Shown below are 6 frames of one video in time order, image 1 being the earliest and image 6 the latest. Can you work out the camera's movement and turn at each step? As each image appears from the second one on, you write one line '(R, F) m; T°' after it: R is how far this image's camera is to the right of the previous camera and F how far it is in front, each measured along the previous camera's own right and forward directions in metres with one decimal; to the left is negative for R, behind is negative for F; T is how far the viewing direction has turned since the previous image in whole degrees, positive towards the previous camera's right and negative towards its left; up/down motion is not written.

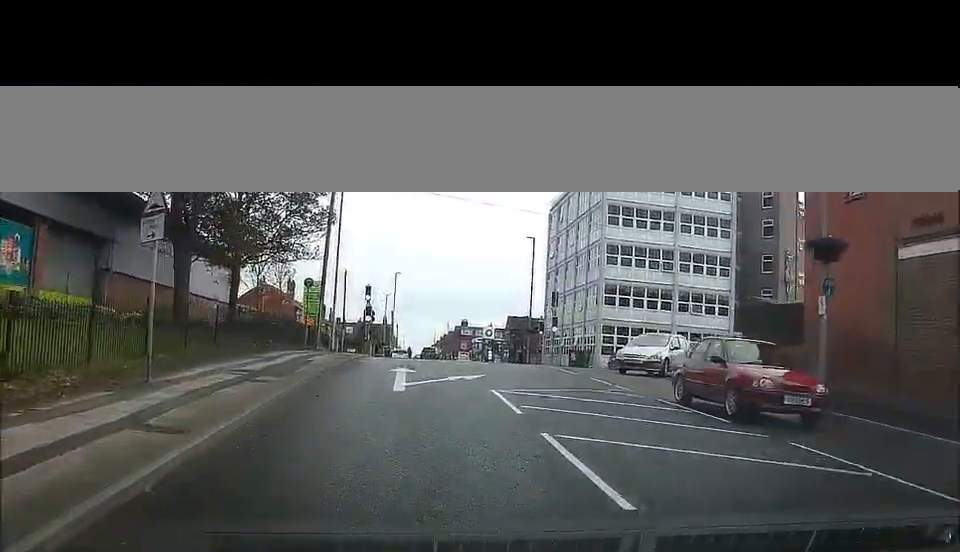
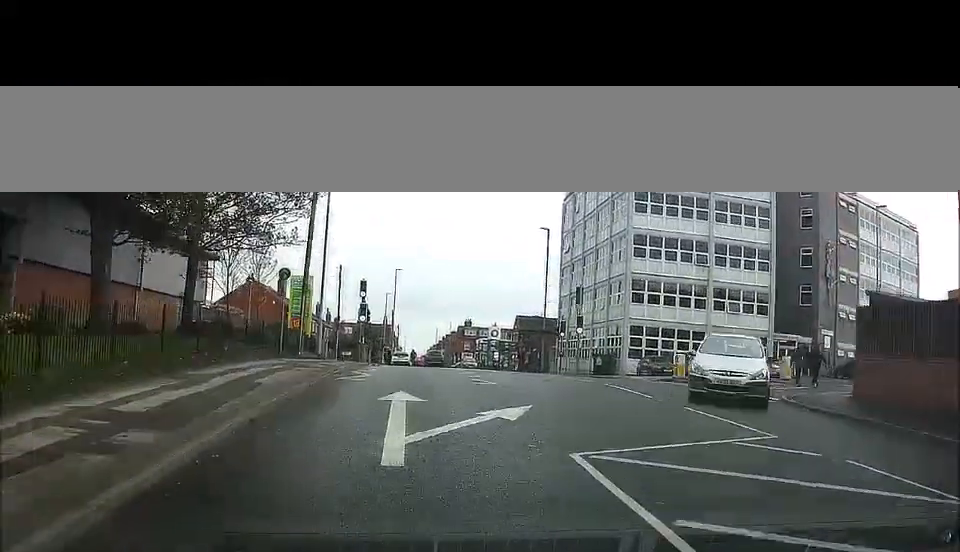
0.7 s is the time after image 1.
(-0.1, +7.6) m; -2°
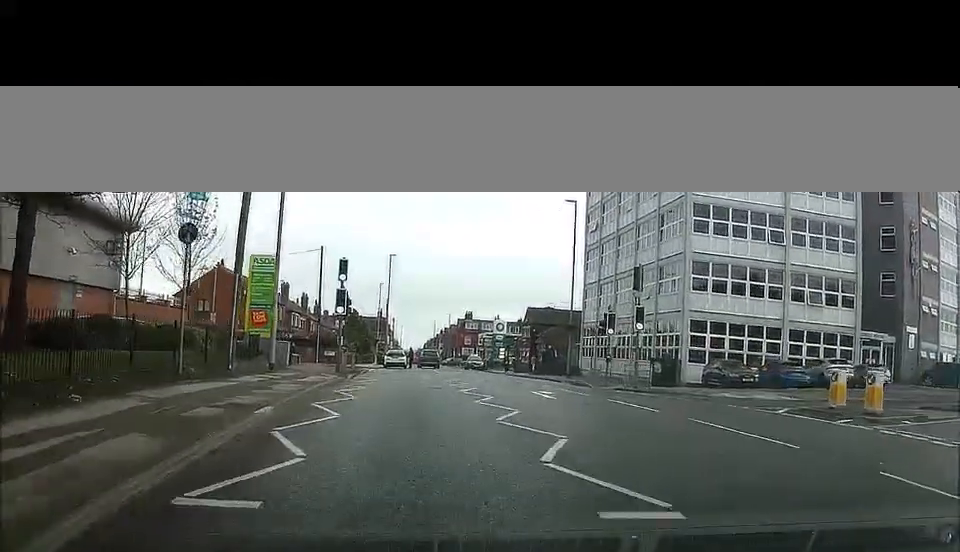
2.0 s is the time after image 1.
(-0.3, +13.1) m; -1°
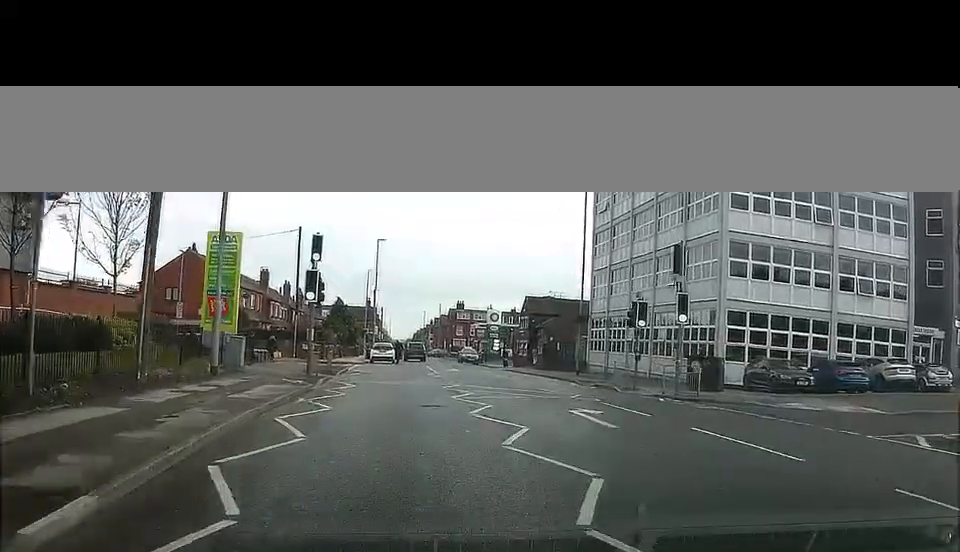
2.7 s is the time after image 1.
(0.0, +6.9) m; 0°
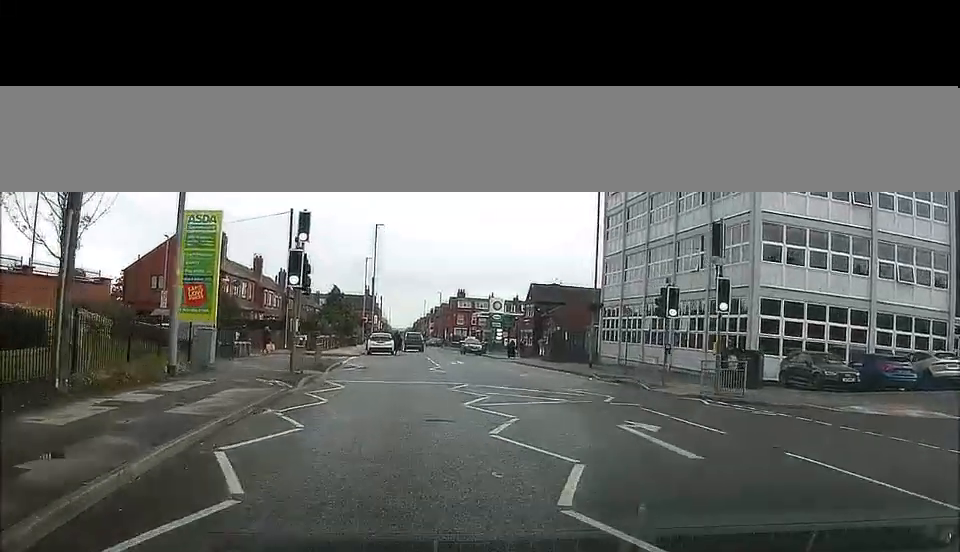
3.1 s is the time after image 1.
(+0.1, +3.8) m; 0°
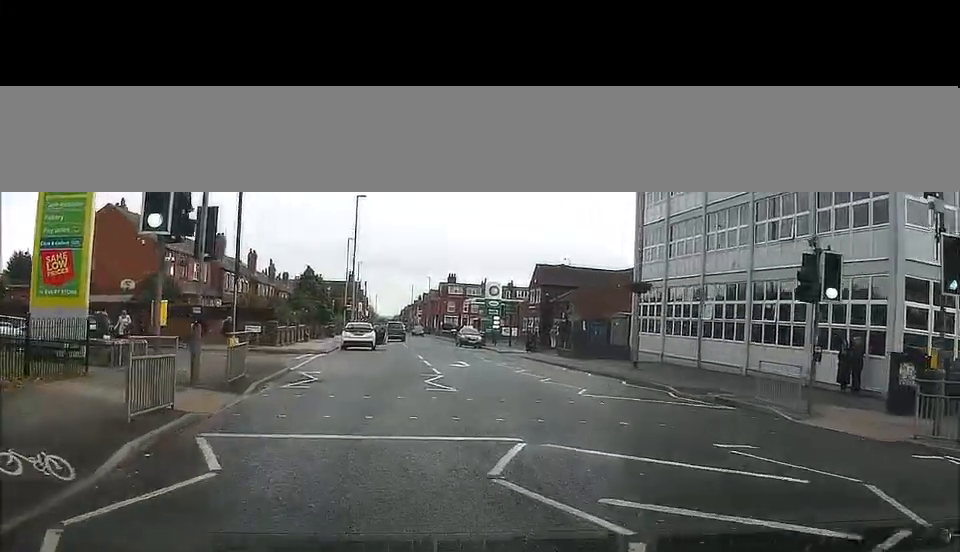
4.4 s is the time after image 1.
(-0.1, +11.8) m; +1°
